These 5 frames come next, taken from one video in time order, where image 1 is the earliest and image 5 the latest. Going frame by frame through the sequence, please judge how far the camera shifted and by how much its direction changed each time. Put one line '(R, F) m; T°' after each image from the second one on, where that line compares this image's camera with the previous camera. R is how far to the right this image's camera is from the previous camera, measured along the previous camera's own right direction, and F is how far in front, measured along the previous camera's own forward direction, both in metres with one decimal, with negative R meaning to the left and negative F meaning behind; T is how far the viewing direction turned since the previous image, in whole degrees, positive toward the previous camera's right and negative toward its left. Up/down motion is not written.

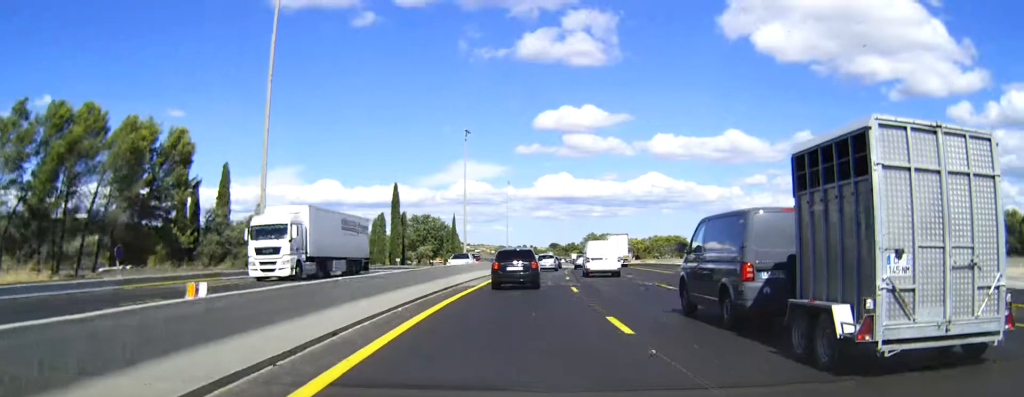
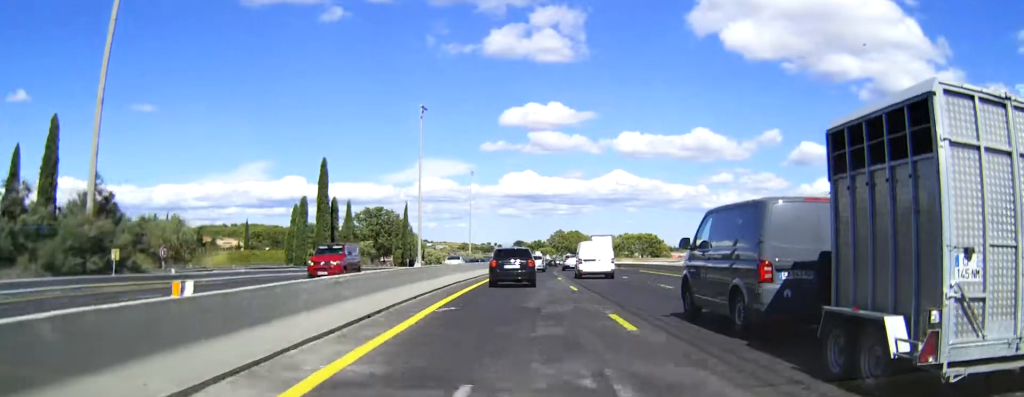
(+0.5, +25.6) m; +2°
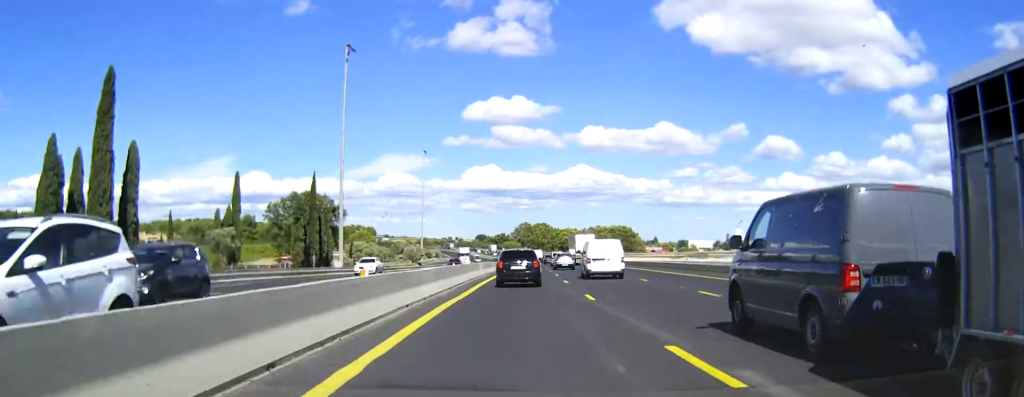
(+1.3, +44.0) m; +3°
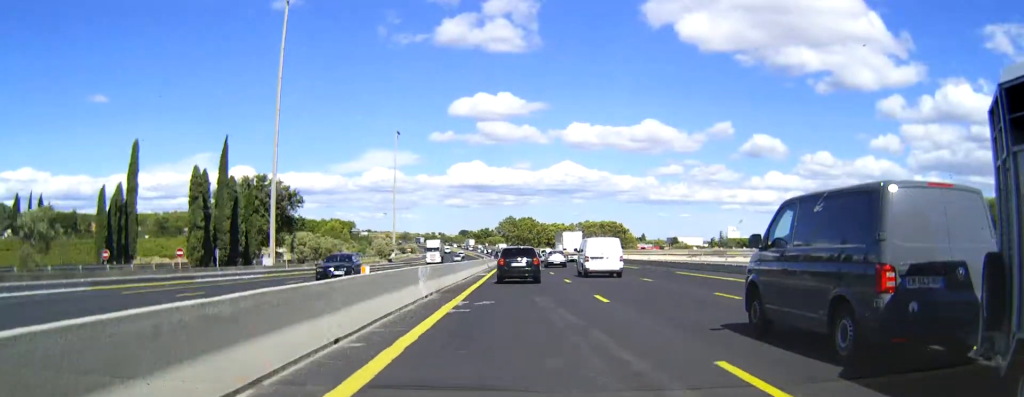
(+0.3, +26.8) m; +1°
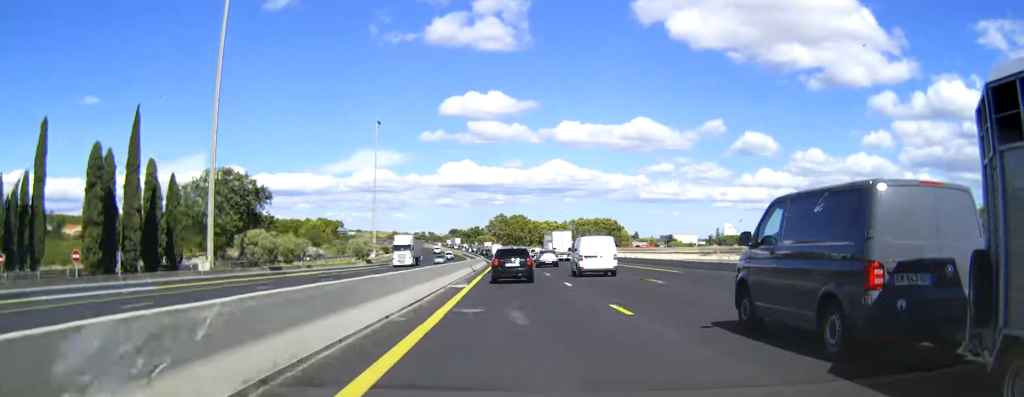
(+0.2, +16.4) m; +1°
